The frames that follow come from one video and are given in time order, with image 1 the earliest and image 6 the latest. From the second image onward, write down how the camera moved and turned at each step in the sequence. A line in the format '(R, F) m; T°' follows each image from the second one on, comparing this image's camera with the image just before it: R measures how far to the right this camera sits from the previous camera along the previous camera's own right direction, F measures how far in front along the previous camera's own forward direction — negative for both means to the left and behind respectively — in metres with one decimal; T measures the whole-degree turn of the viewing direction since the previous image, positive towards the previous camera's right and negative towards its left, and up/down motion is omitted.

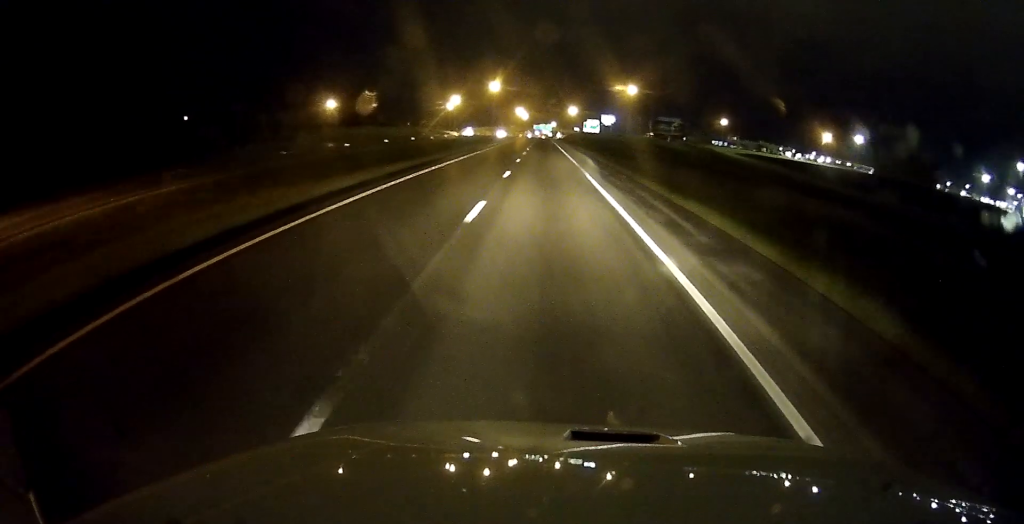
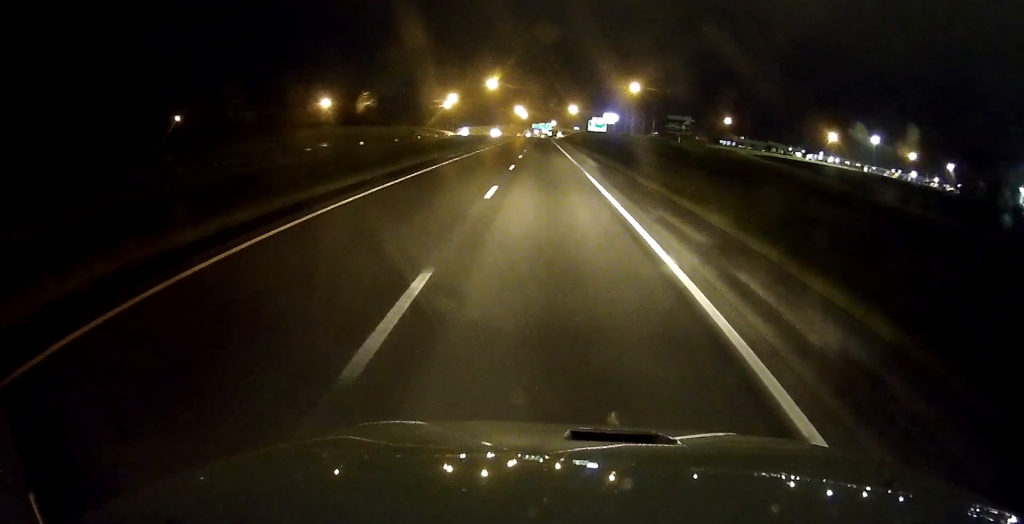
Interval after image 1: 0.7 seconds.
(-0.1, +20.2) m; 0°
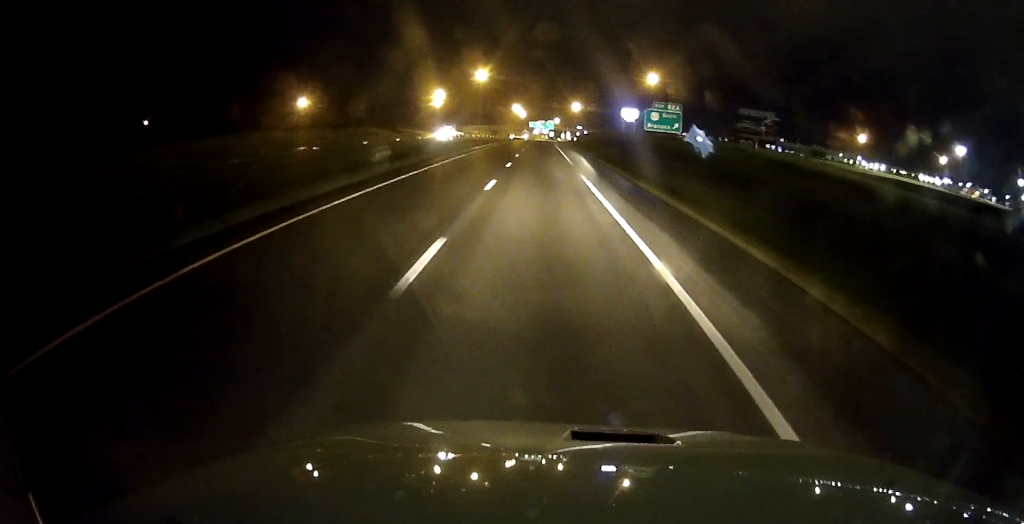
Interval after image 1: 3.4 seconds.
(+0.4, +82.7) m; 0°
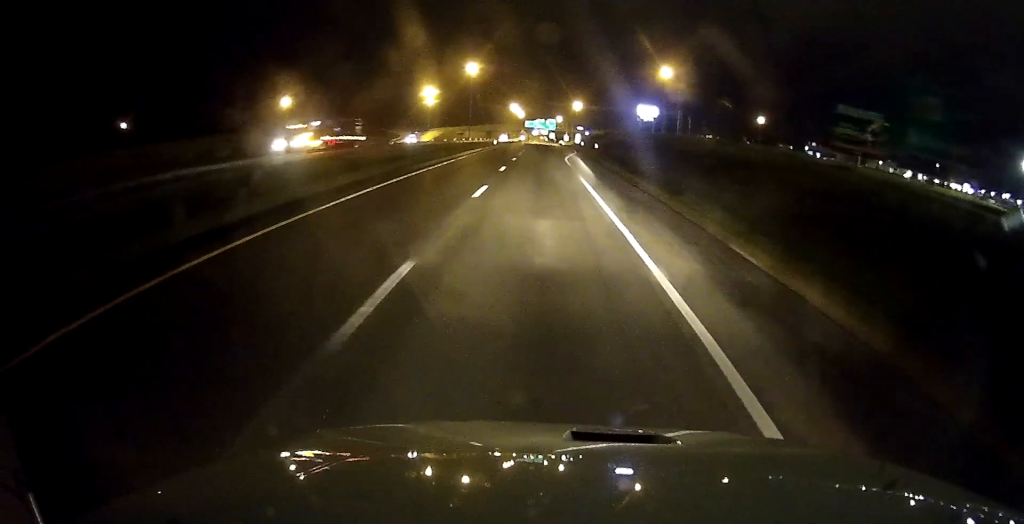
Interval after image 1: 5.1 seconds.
(-0.1, +50.3) m; 0°
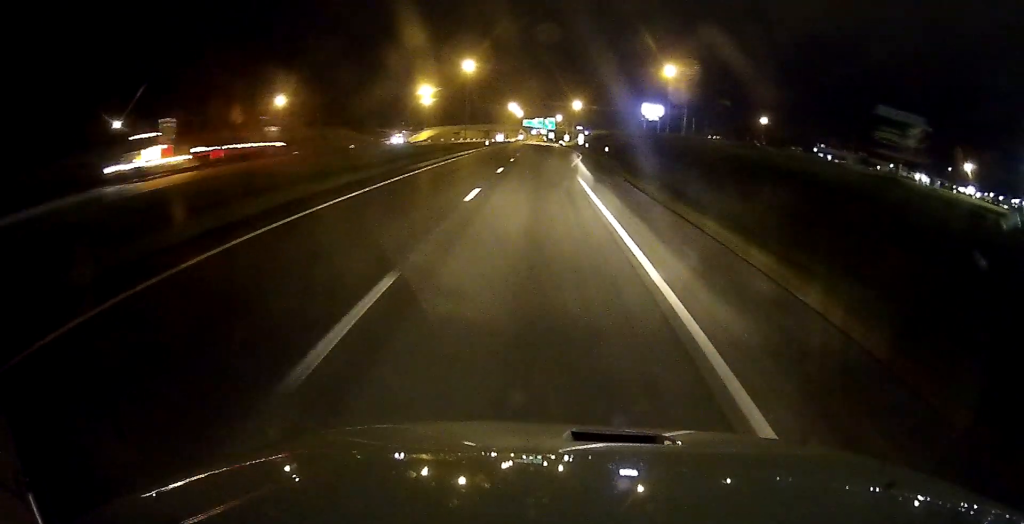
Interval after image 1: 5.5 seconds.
(+0.1, +12.9) m; 0°
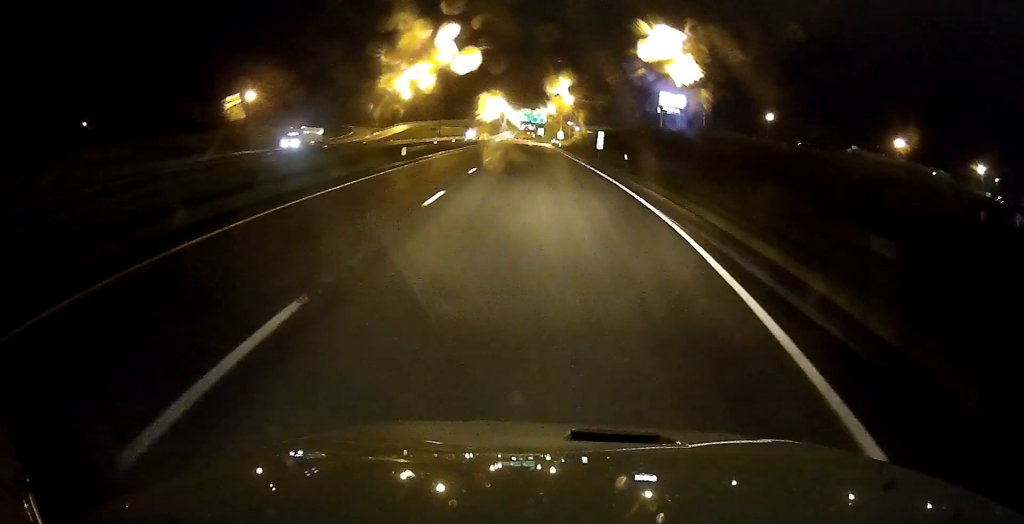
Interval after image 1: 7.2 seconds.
(+0.3, +49.7) m; +1°
